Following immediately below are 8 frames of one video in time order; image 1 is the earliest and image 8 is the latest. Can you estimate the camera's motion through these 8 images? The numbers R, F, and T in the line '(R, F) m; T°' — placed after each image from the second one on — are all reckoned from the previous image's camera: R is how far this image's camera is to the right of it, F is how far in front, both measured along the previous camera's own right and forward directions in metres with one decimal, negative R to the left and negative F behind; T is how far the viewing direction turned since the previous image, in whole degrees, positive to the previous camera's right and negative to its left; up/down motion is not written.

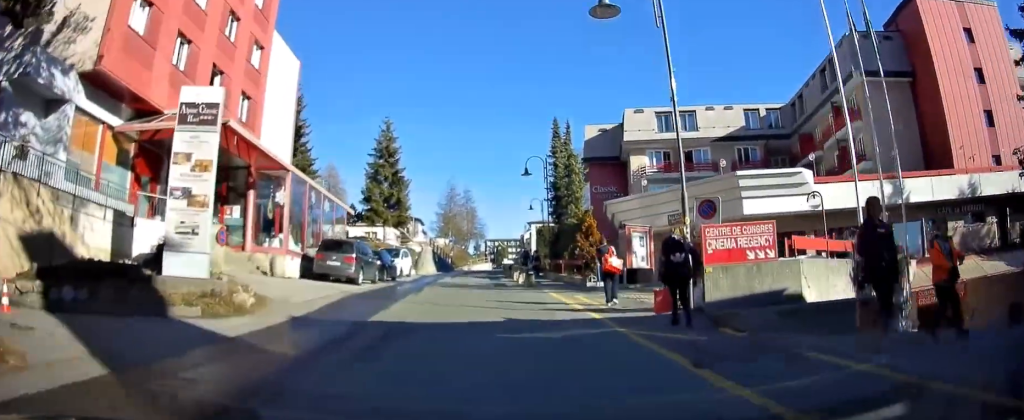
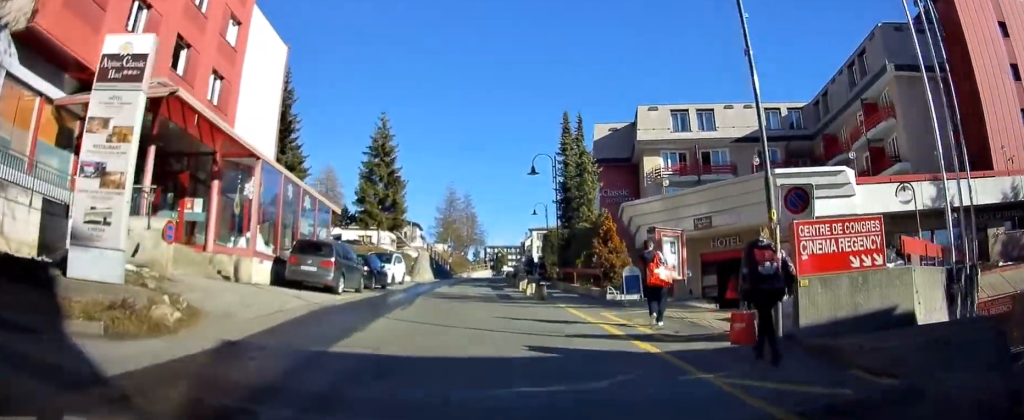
(-0.1, +3.7) m; +1°
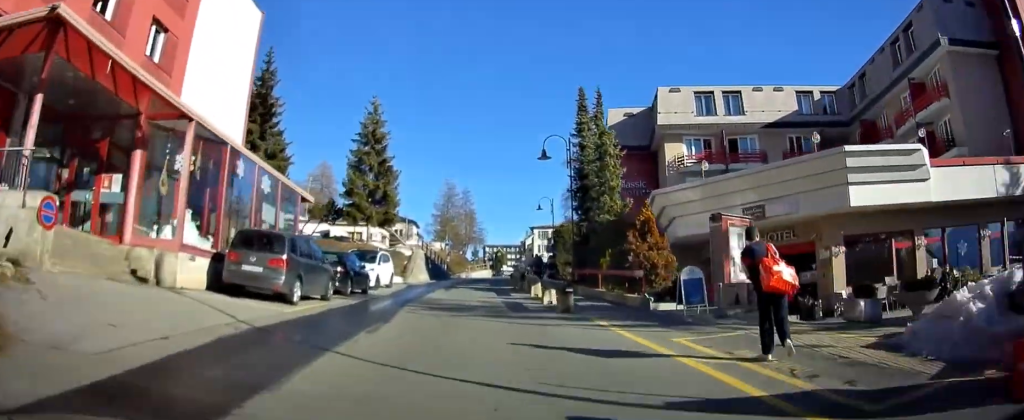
(+0.1, +5.1) m; +1°
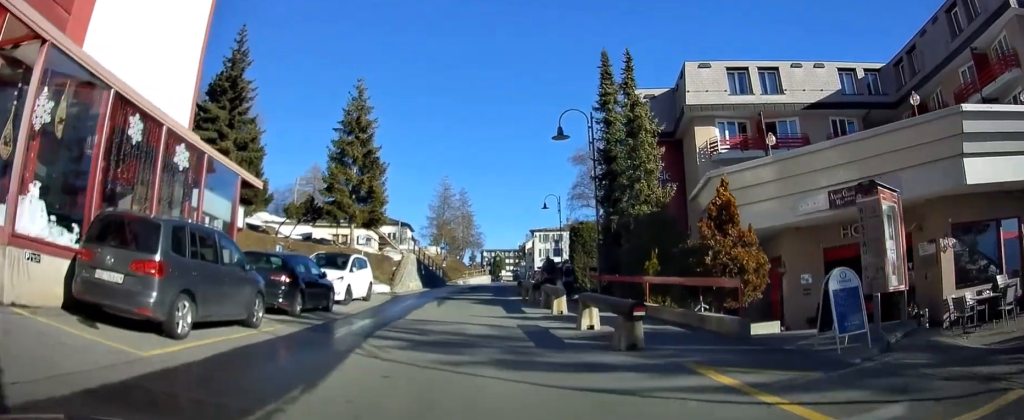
(+0.1, +5.5) m; 0°
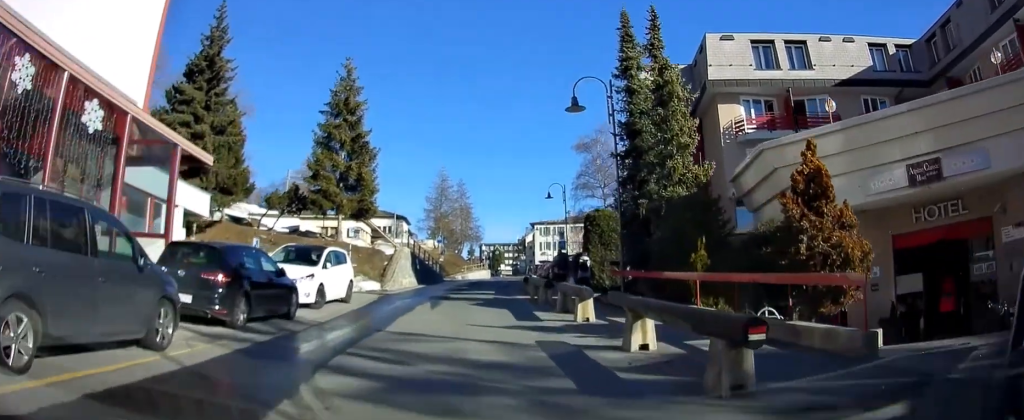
(-0.1, +3.6) m; -1°
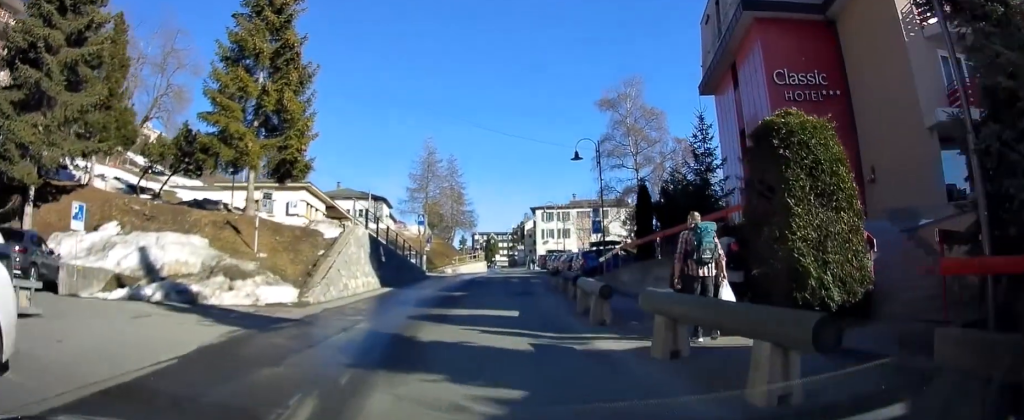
(0.0, +14.4) m; +1°
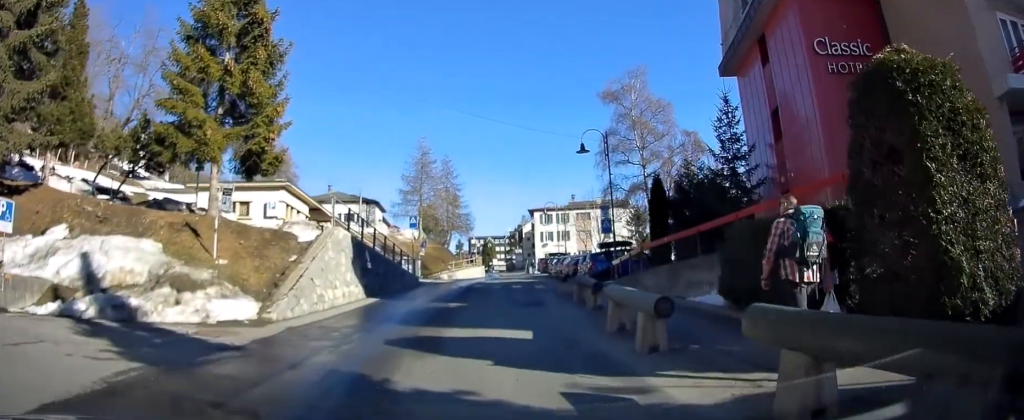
(0.0, +3.3) m; 0°
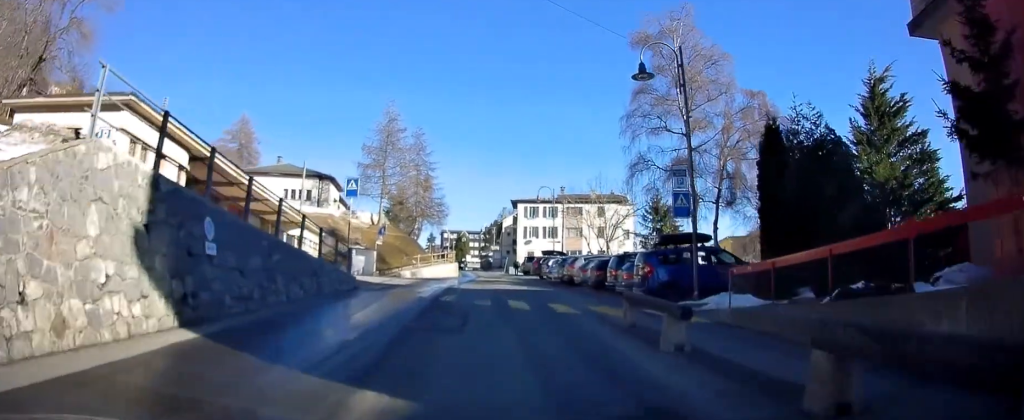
(0.0, +13.3) m; +3°
